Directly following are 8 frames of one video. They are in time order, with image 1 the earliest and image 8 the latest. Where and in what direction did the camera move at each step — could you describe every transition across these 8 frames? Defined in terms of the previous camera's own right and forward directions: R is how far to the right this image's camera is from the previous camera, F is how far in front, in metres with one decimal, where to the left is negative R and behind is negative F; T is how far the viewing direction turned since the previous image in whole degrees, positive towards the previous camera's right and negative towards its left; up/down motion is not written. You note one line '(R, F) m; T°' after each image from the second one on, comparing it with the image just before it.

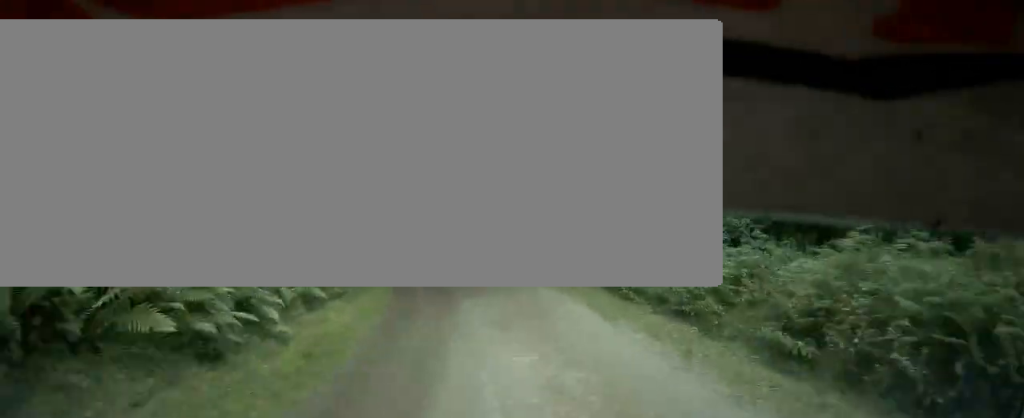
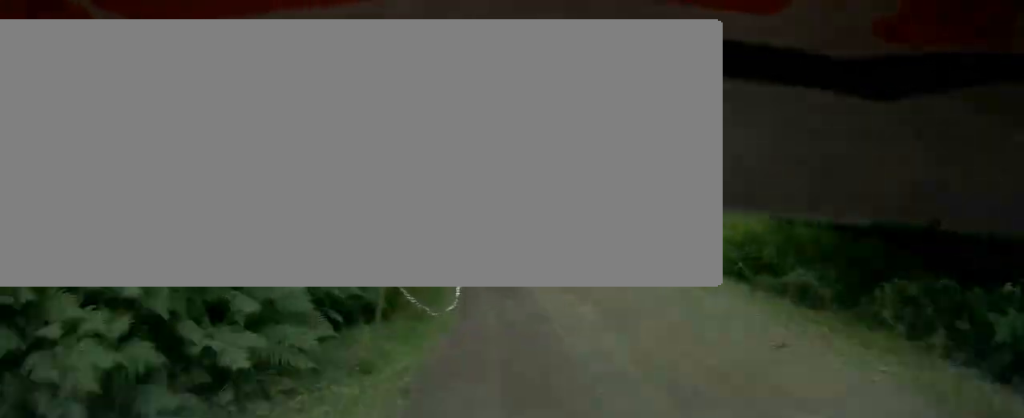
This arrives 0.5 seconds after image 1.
(+1.1, +13.8) m; +3°
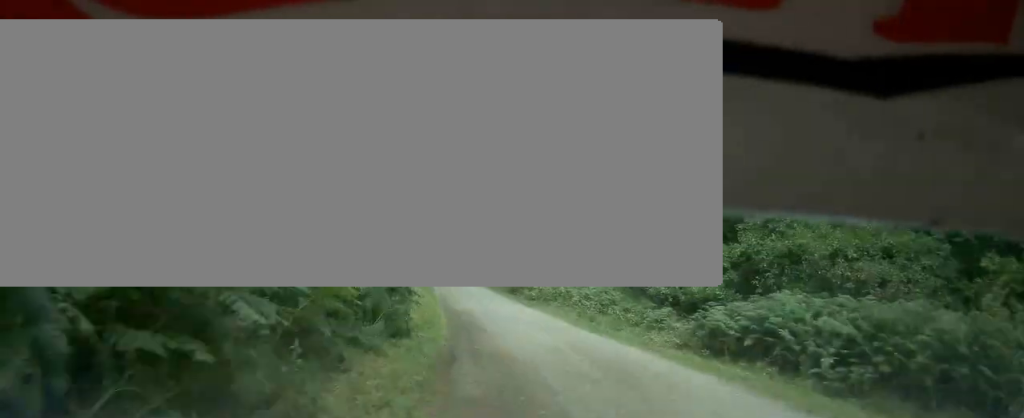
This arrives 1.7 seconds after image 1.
(+2.2, +36.9) m; +1°
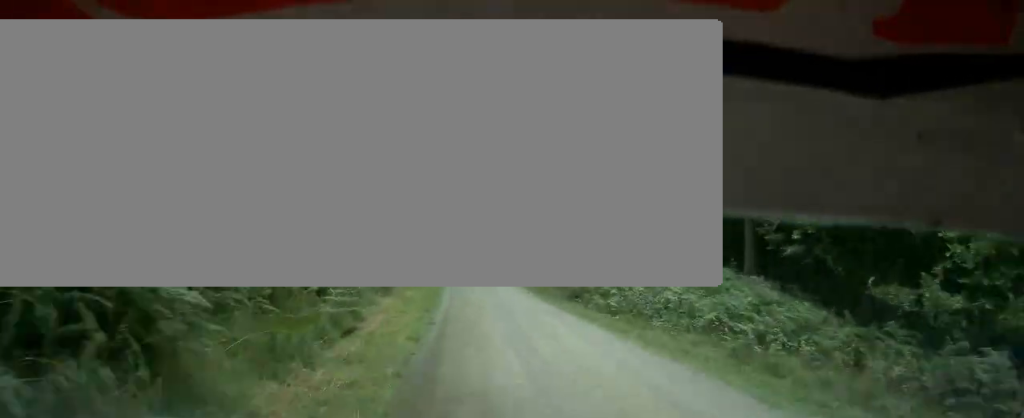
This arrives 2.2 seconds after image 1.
(+0.1, +14.3) m; -3°
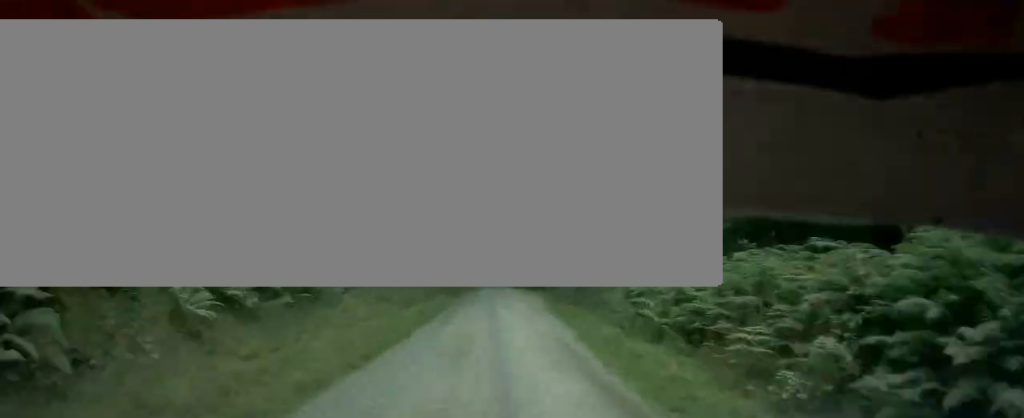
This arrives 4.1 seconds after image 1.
(-11.3, +61.7) m; -18°
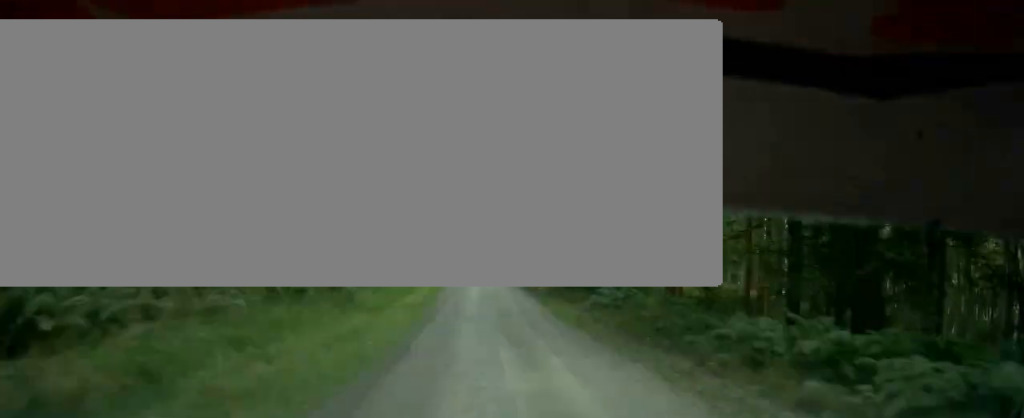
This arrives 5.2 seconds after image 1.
(-1.4, +37.7) m; -4°
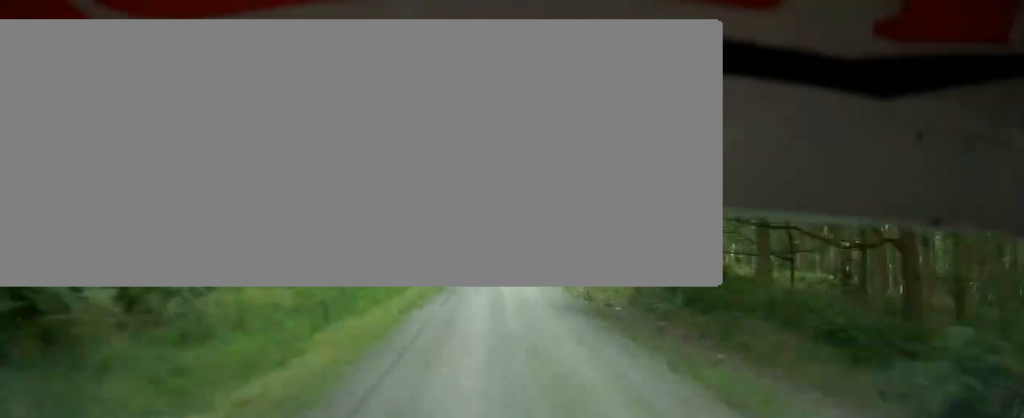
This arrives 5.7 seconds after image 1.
(-0.6, +17.7) m; -1°
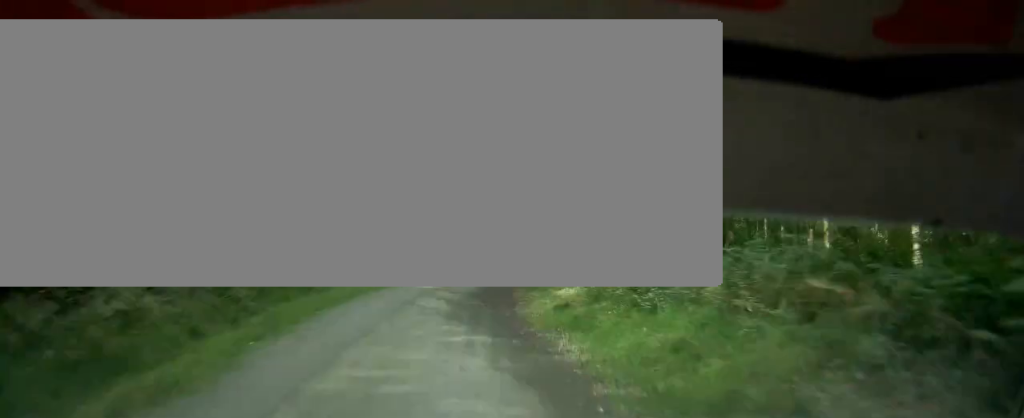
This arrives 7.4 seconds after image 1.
(-0.6, +58.0) m; -2°
